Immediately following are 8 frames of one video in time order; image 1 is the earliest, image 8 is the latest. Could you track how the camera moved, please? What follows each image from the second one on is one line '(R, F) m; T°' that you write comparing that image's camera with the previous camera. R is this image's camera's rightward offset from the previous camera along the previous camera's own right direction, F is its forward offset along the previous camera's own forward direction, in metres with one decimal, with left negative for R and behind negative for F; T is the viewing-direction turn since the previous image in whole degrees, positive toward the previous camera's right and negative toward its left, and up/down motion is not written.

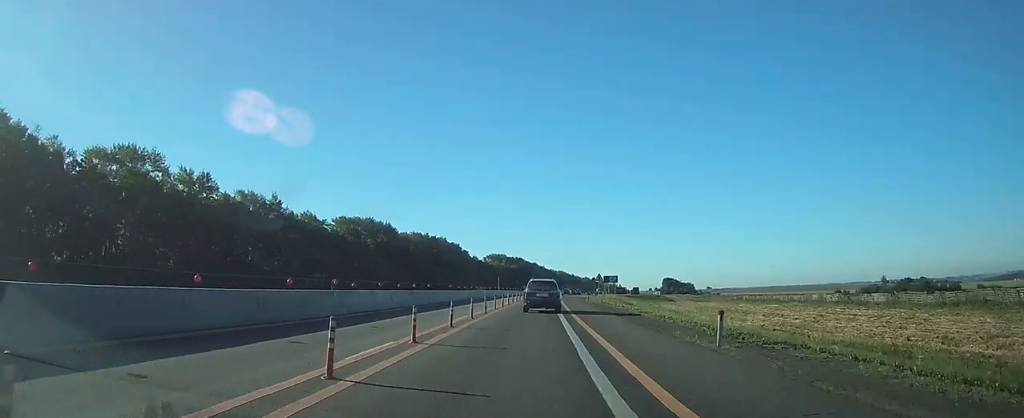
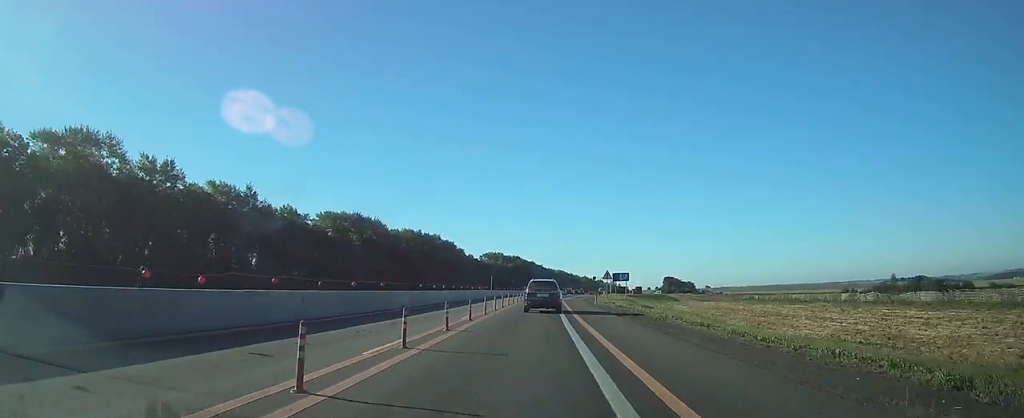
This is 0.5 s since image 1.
(0.0, +10.8) m; 0°
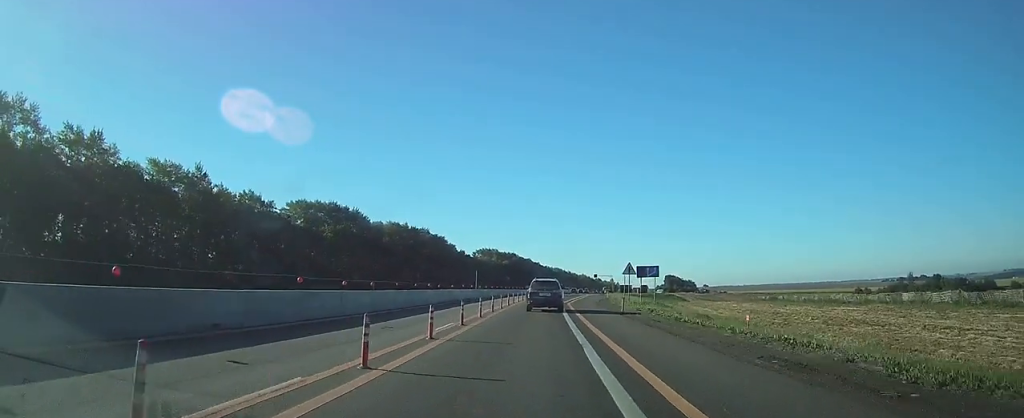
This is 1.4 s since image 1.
(+0.2, +17.8) m; +1°
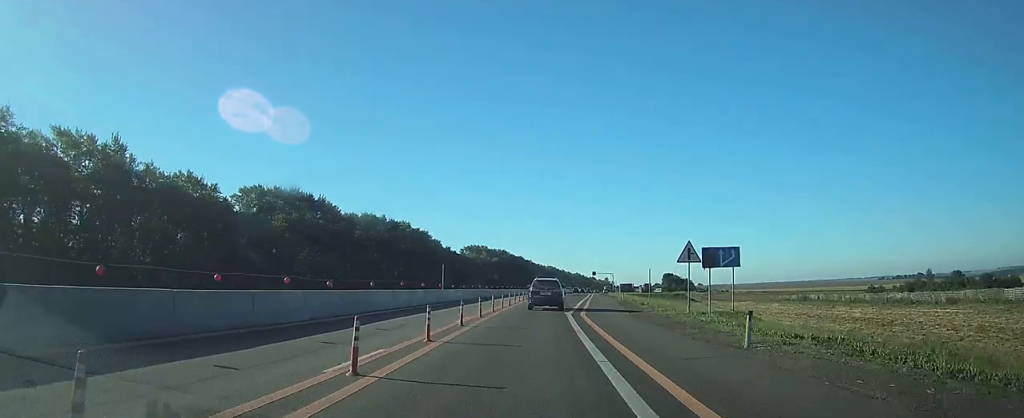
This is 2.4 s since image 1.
(+0.1, +20.5) m; 0°
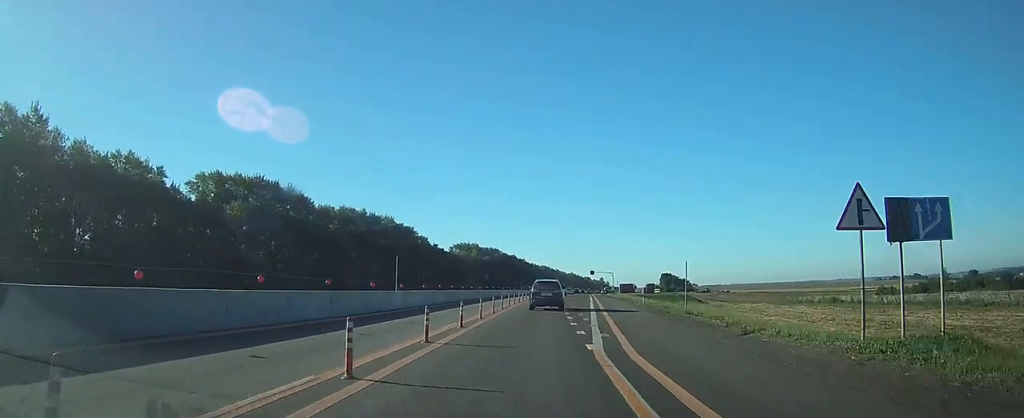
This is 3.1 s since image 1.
(0.0, +15.2) m; +1°
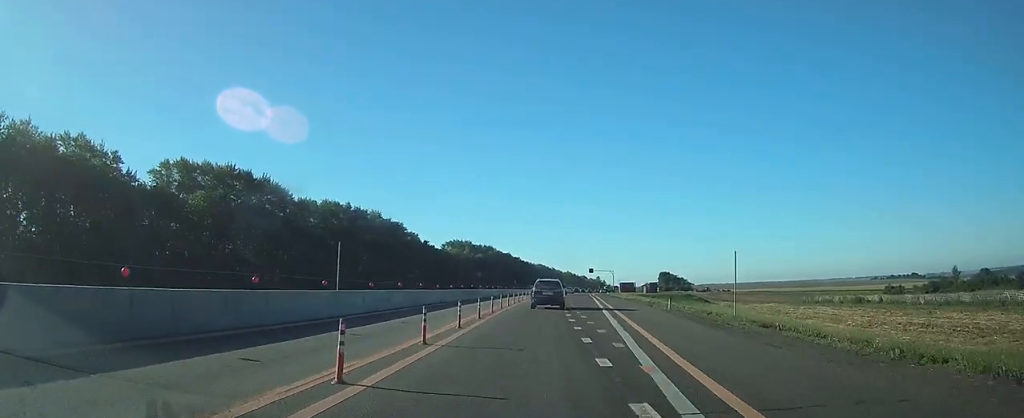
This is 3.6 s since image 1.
(0.0, +10.4) m; 0°
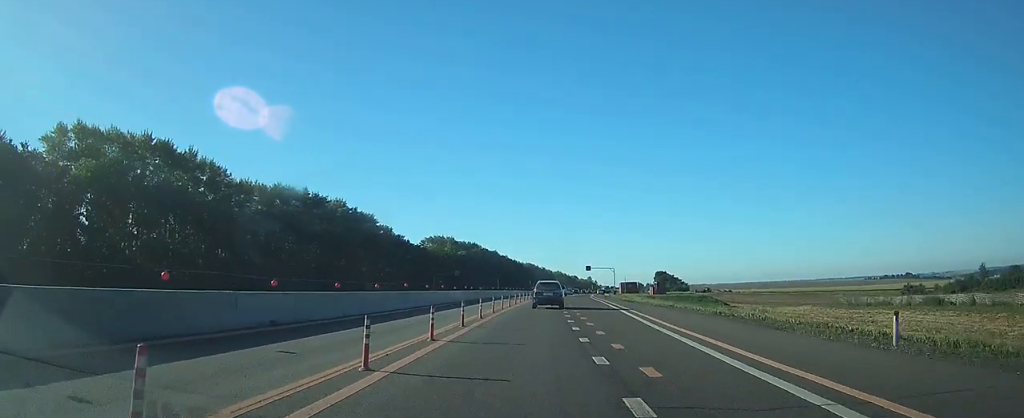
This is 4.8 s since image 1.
(+0.3, +23.7) m; +1°
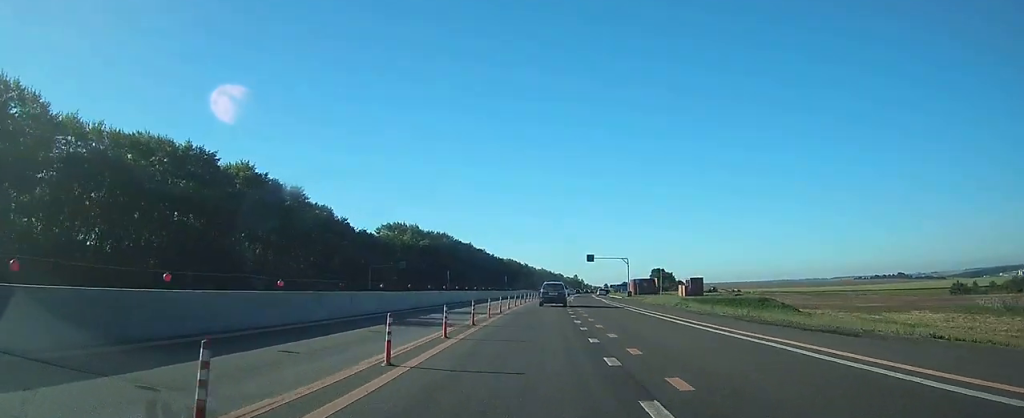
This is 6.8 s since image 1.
(+0.6, +44.2) m; +2°
